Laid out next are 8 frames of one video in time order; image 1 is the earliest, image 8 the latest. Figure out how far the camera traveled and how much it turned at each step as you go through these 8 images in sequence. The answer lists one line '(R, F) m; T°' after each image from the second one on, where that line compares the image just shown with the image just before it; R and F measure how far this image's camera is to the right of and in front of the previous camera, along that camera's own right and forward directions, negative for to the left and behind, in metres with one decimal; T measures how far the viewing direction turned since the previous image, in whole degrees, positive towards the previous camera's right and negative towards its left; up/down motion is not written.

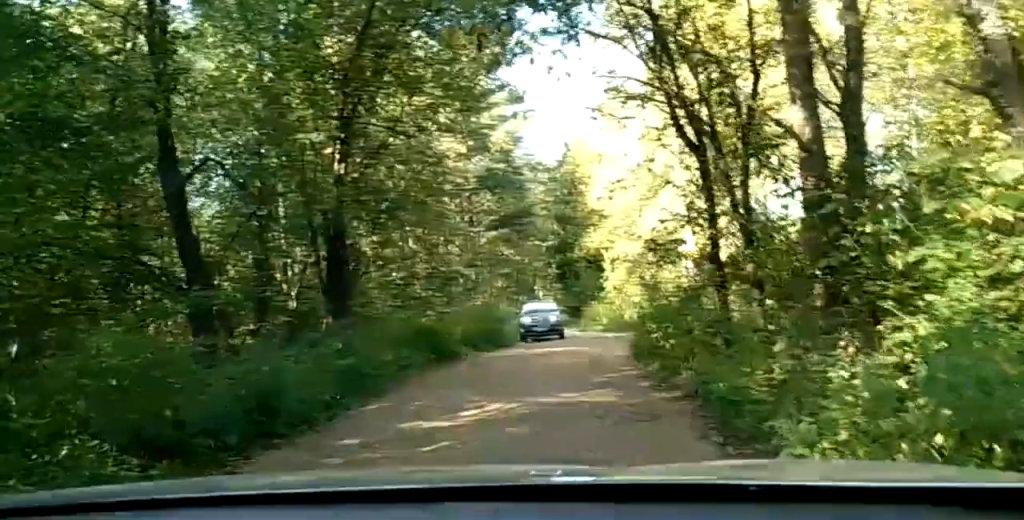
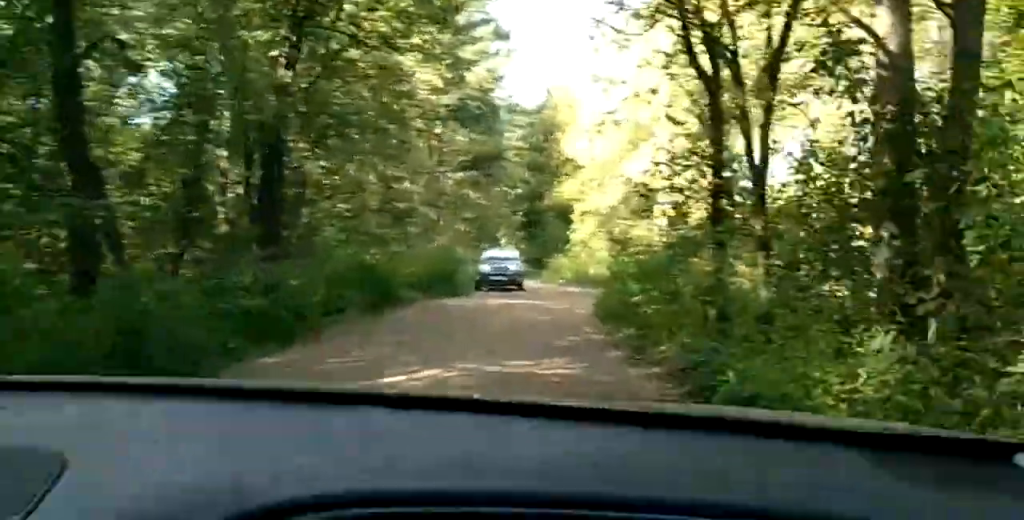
(0.0, +3.6) m; 0°
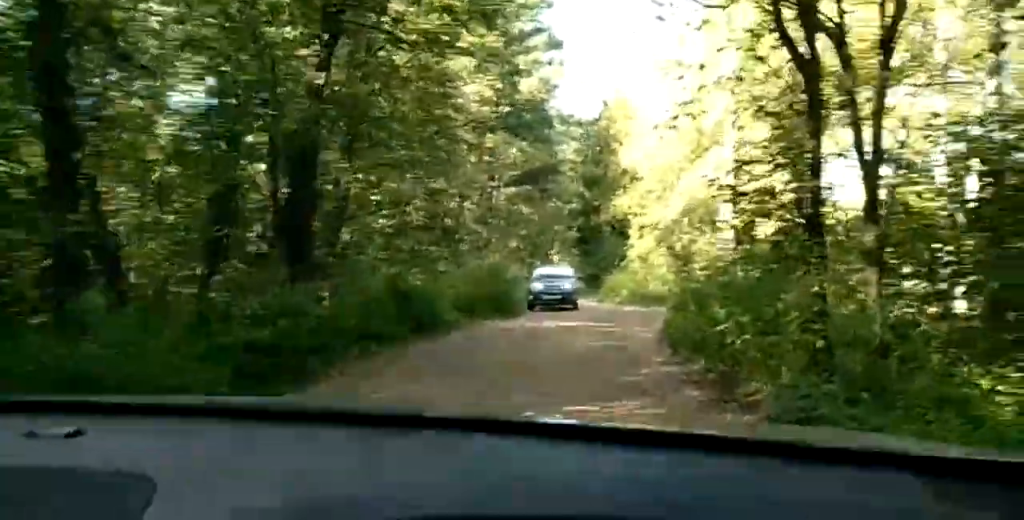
(0.0, +2.7) m; 0°
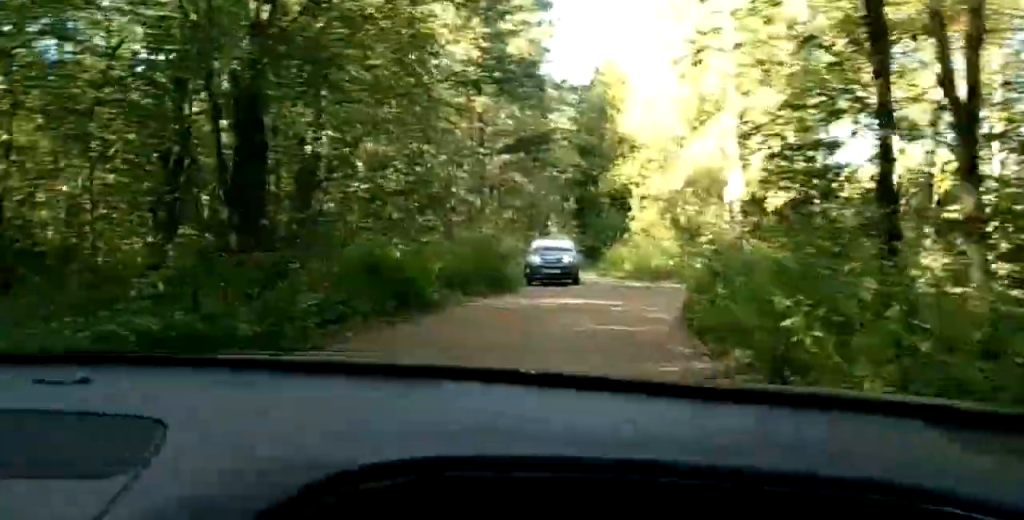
(0.0, +2.9) m; 0°
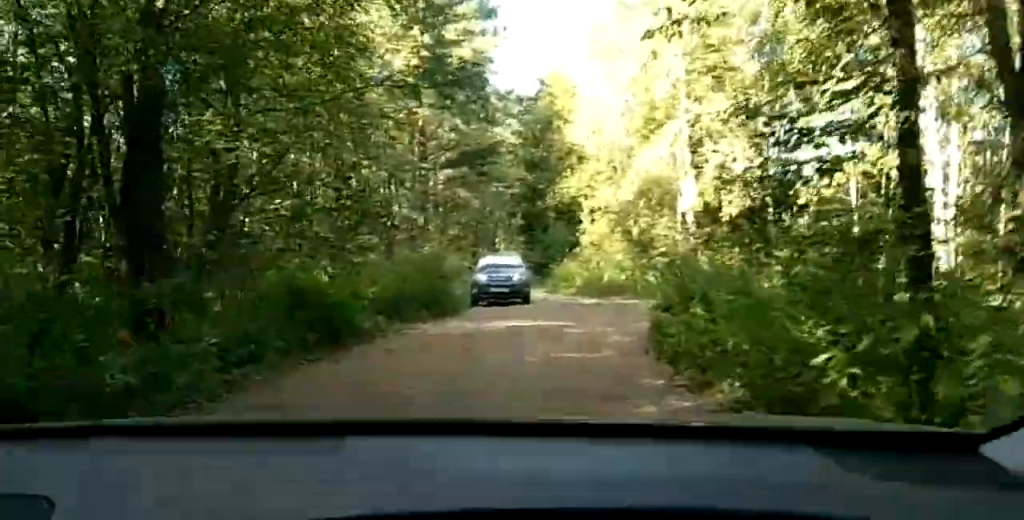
(0.0, +2.2) m; 0°
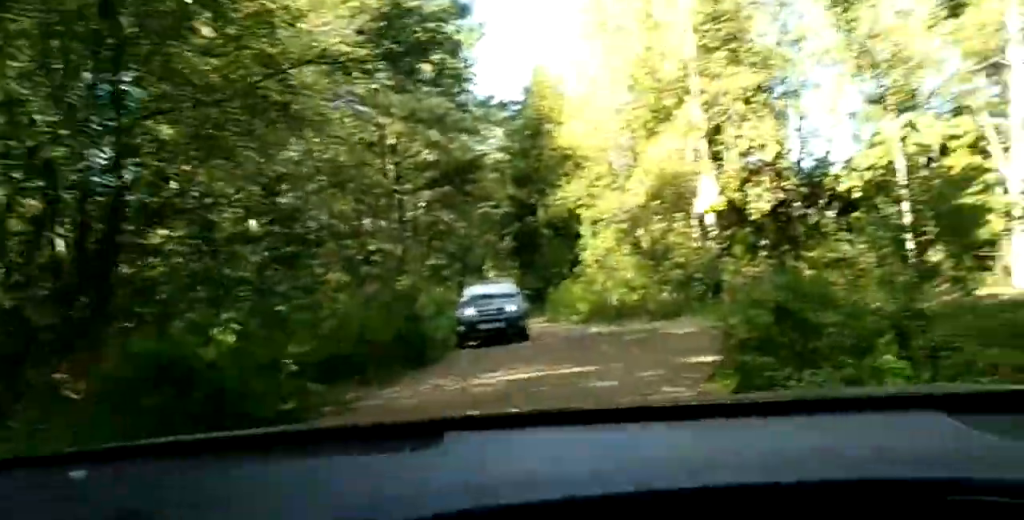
(-0.2, +5.9) m; -1°
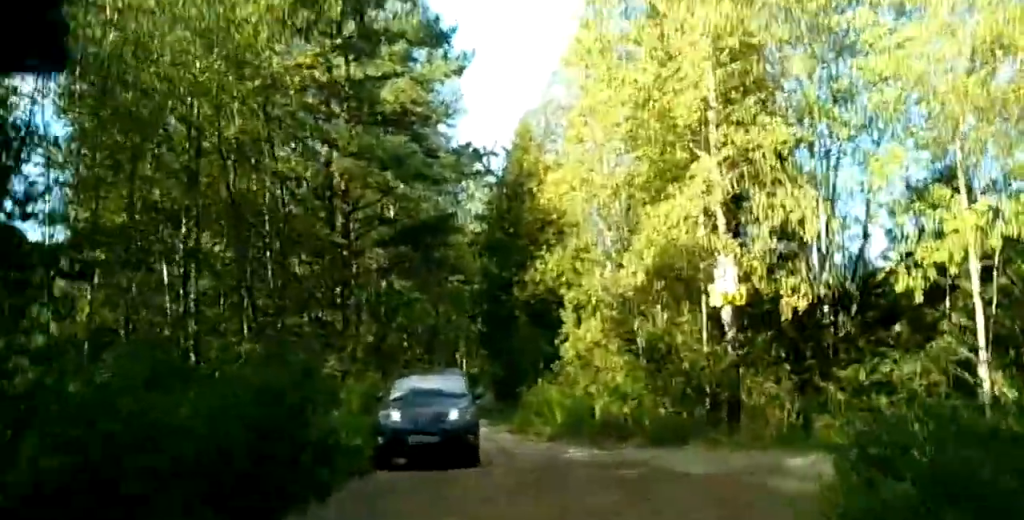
(+0.7, +7.2) m; +10°
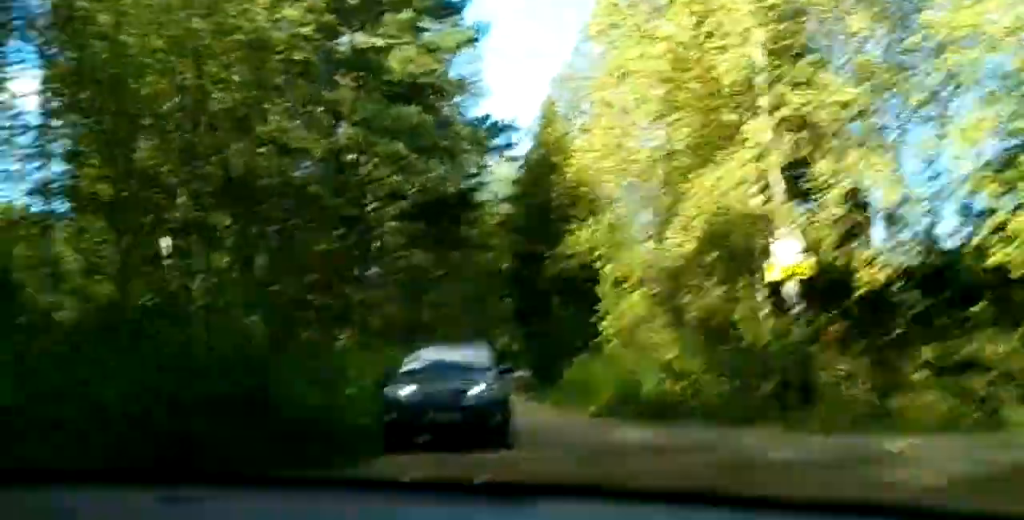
(-0.1, +3.4) m; +6°
